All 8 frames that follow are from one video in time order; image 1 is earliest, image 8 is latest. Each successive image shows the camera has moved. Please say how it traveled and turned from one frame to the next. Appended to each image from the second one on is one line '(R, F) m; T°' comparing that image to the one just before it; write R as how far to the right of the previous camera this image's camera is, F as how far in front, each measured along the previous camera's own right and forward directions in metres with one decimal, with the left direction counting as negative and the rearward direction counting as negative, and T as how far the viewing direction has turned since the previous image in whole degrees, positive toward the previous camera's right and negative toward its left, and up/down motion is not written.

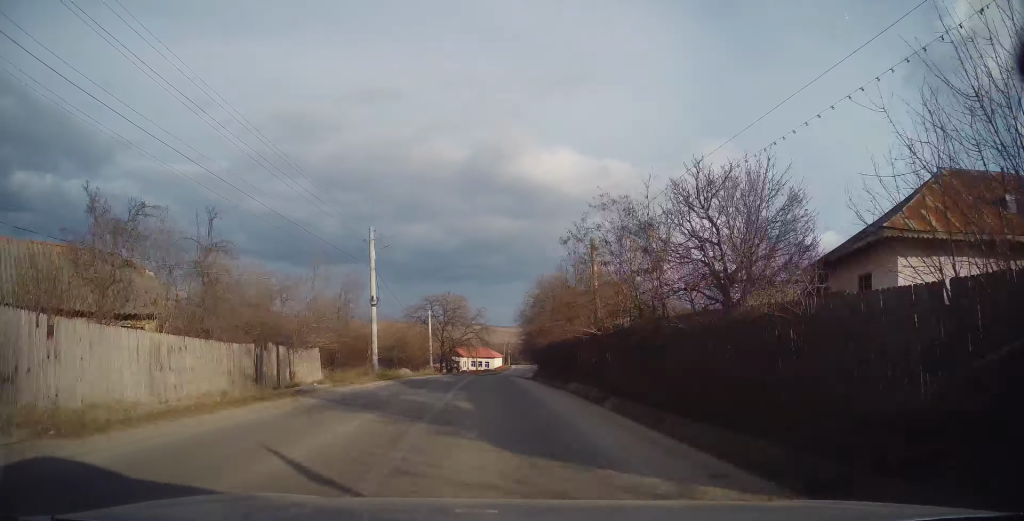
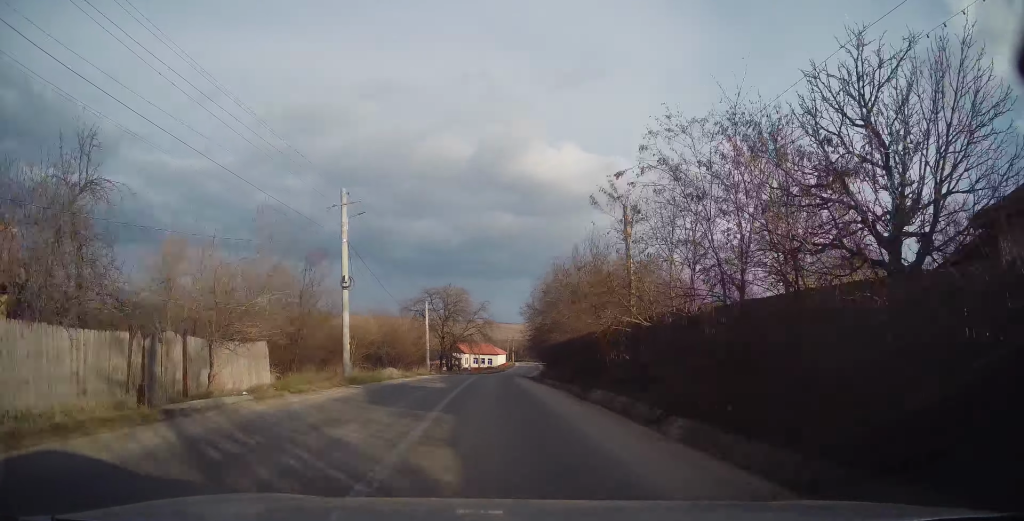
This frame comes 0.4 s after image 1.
(-0.1, +6.5) m; 0°
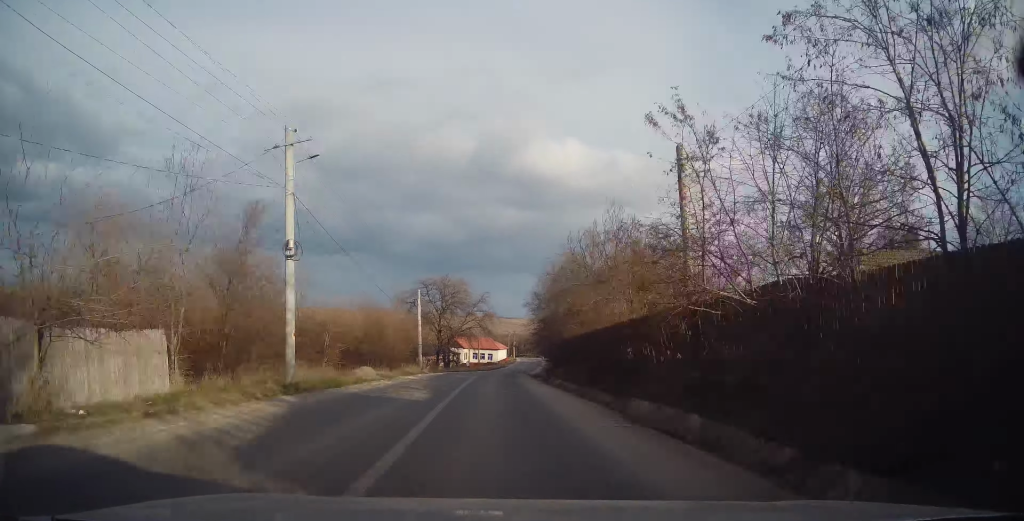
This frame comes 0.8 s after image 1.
(+0.1, +6.1) m; 0°
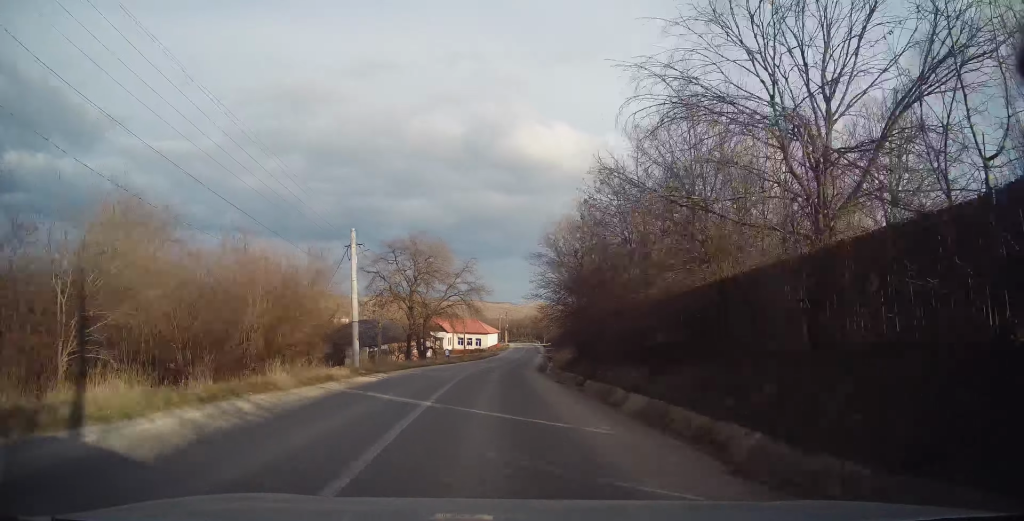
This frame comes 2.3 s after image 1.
(0.0, +21.6) m; +2°
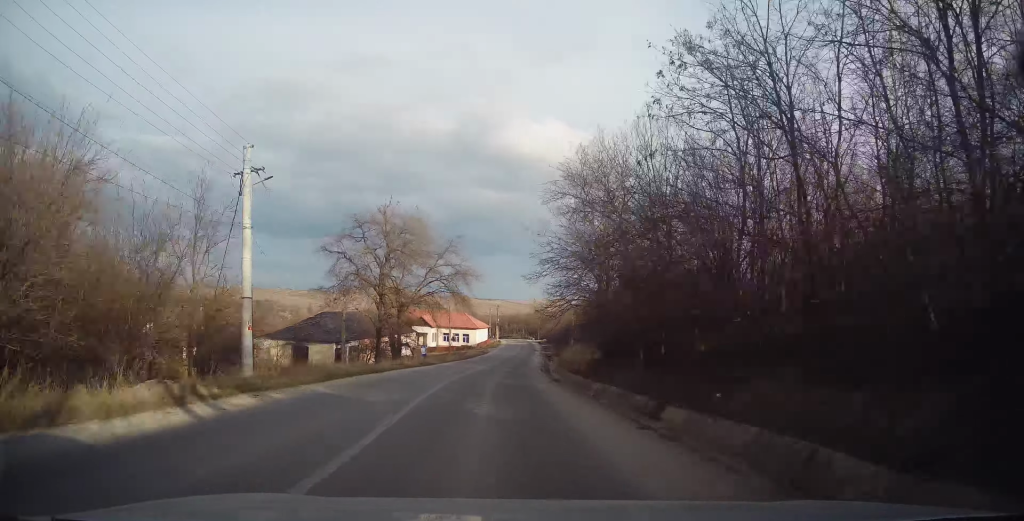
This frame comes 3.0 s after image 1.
(+0.5, +12.5) m; +1°
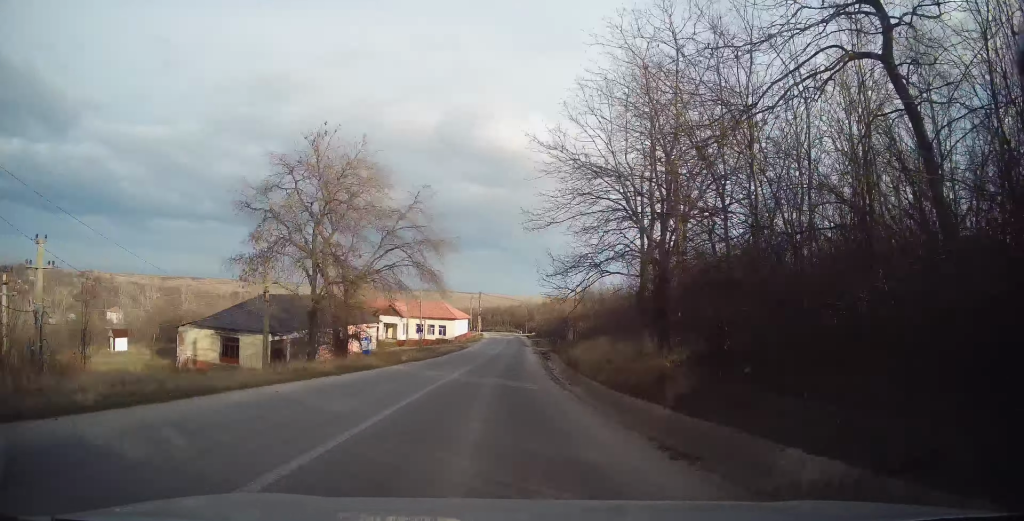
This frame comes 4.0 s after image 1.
(0.0, +16.1) m; +1°
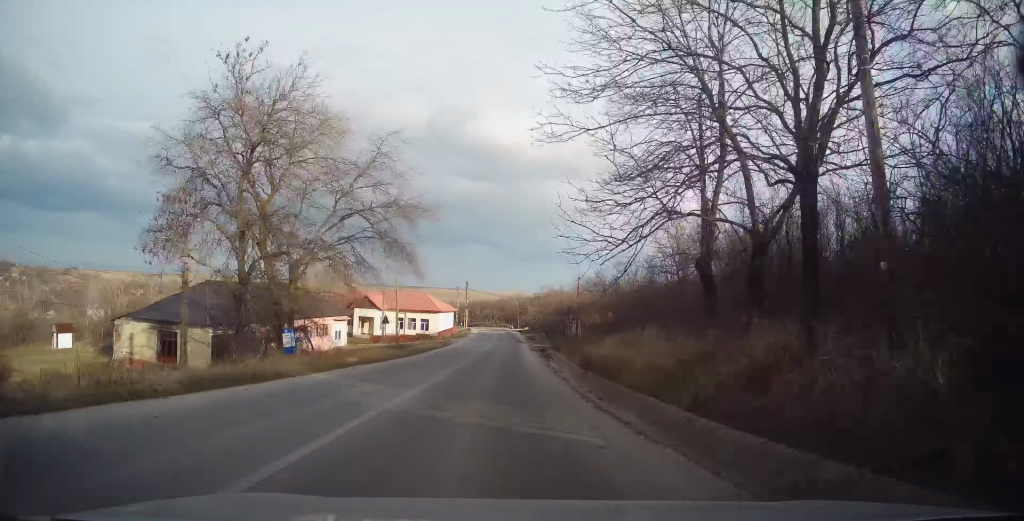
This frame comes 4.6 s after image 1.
(+0.1, +10.3) m; +1°
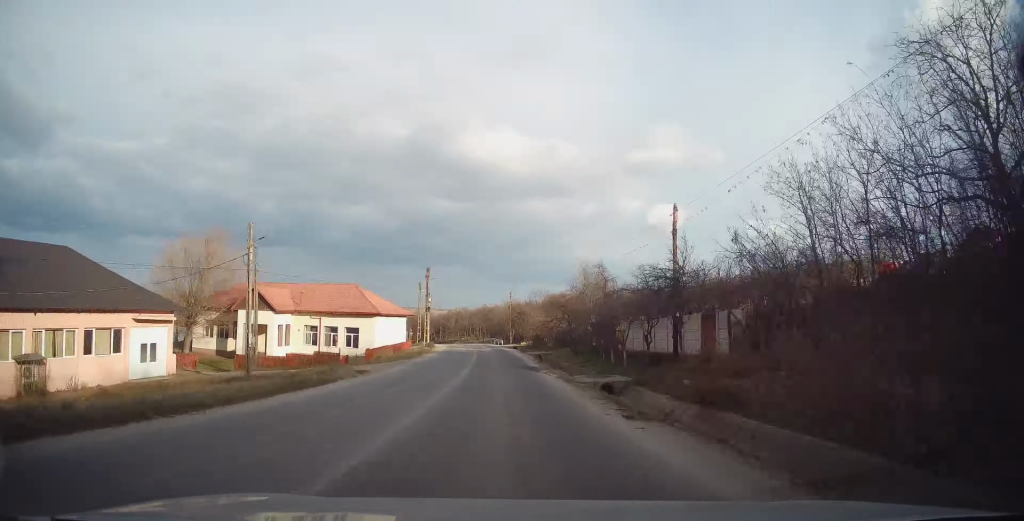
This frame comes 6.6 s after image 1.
(+0.7, +33.3) m; +2°
